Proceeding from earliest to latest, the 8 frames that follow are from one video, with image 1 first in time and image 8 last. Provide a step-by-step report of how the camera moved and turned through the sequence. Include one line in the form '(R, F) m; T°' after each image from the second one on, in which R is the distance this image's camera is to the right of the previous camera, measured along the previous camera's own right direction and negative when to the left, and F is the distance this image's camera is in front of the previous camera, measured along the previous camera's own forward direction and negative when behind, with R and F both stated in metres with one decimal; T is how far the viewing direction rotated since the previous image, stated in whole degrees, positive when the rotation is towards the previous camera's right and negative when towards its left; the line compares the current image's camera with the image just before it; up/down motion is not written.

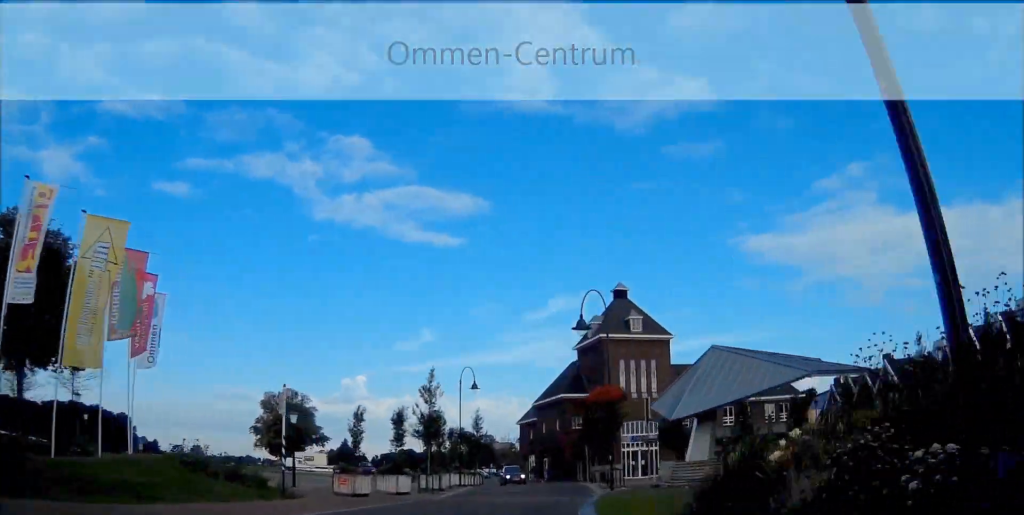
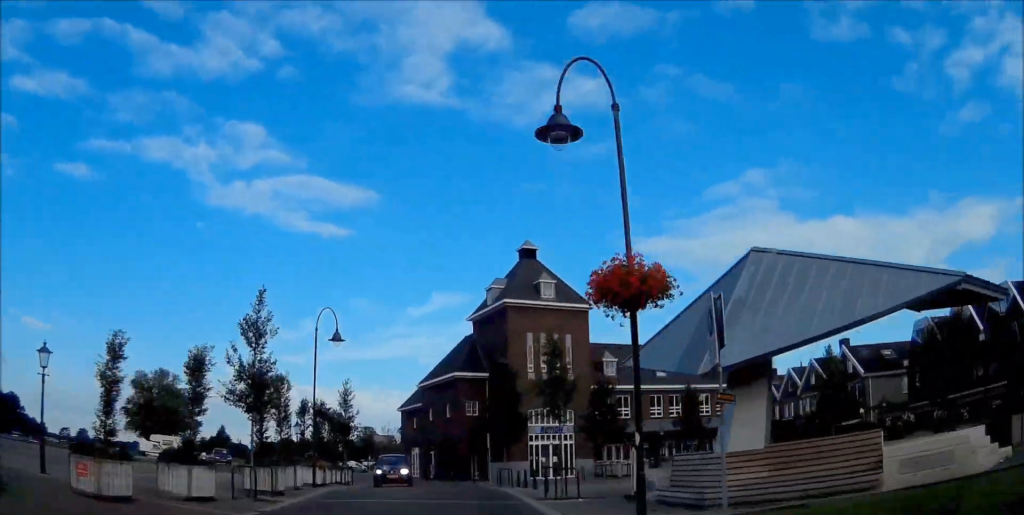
(0.0, +13.7) m; +5°
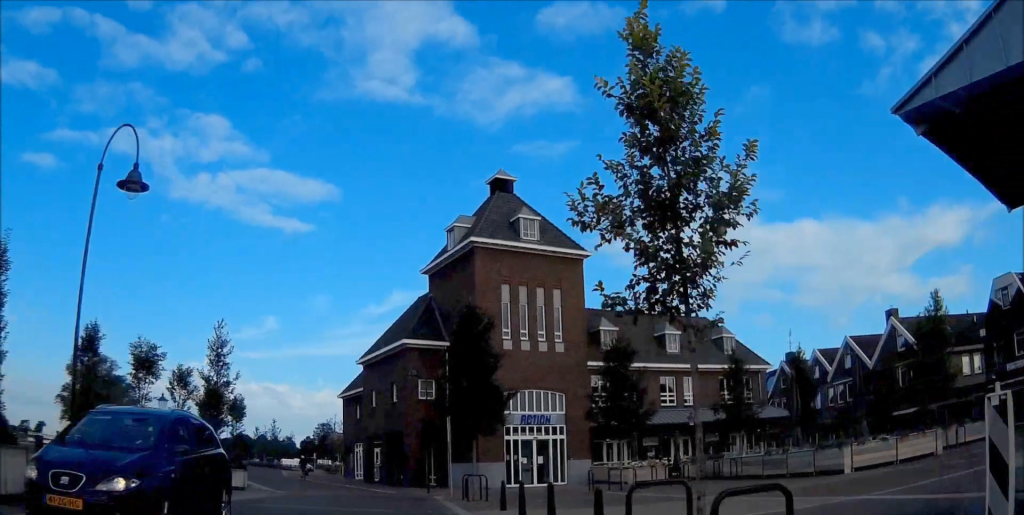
(+1.7, +15.3) m; +3°
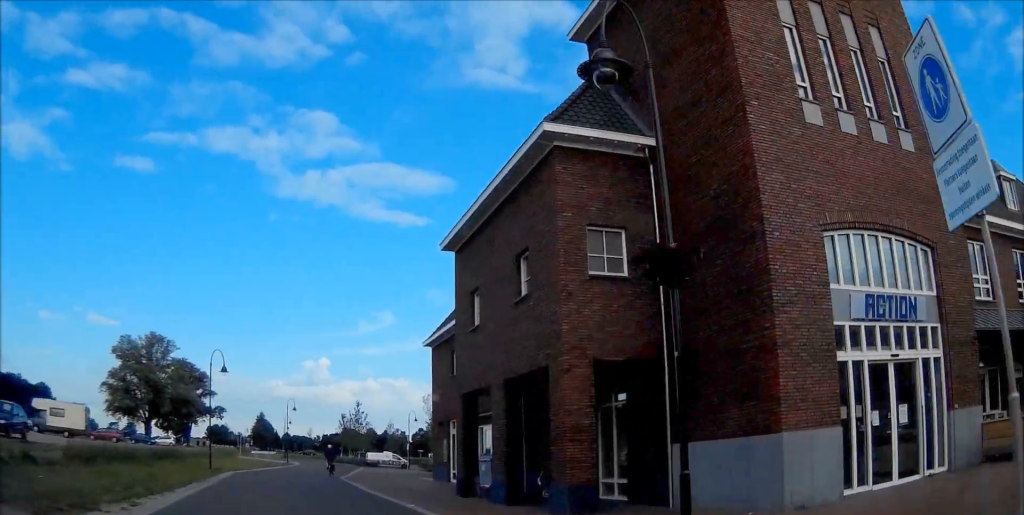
(-3.7, +26.3) m; -13°
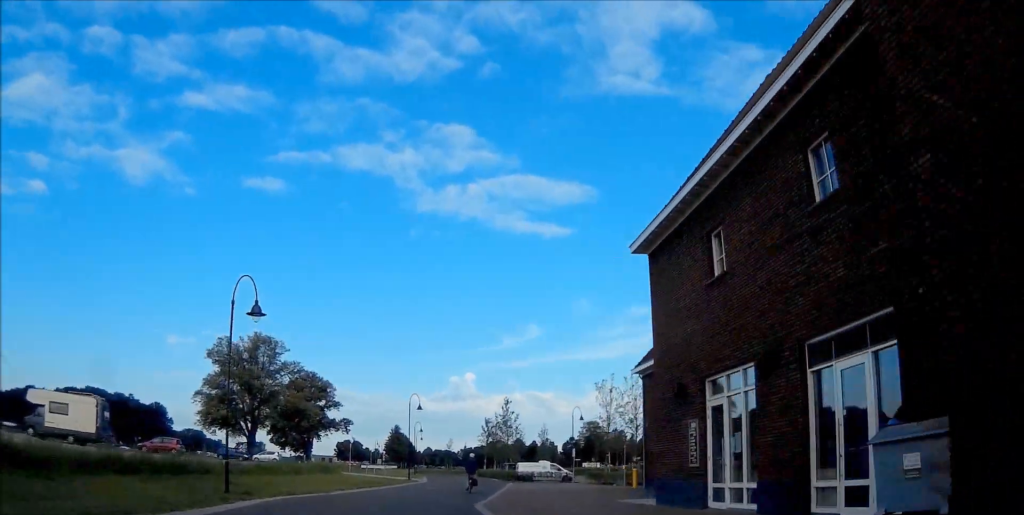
(-1.0, +18.8) m; -3°
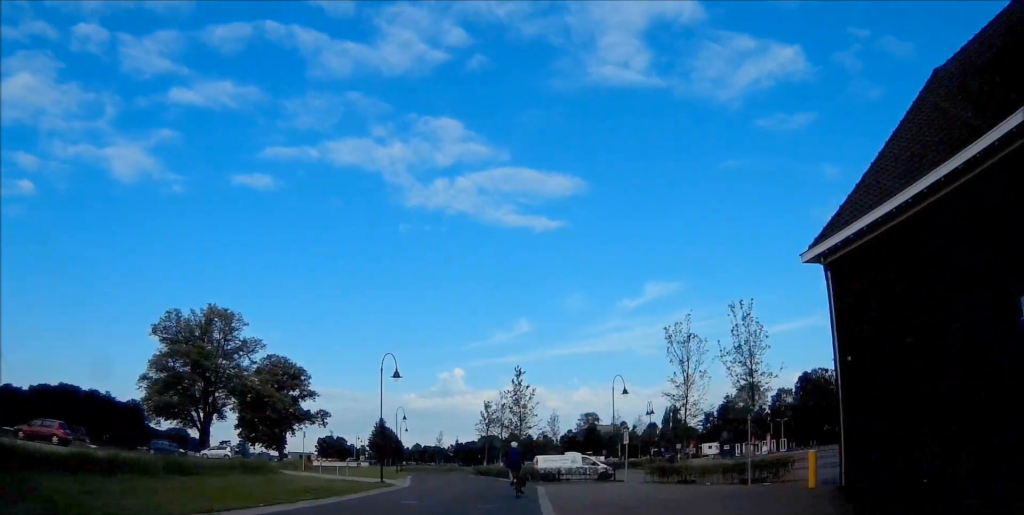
(0.0, +18.5) m; 0°
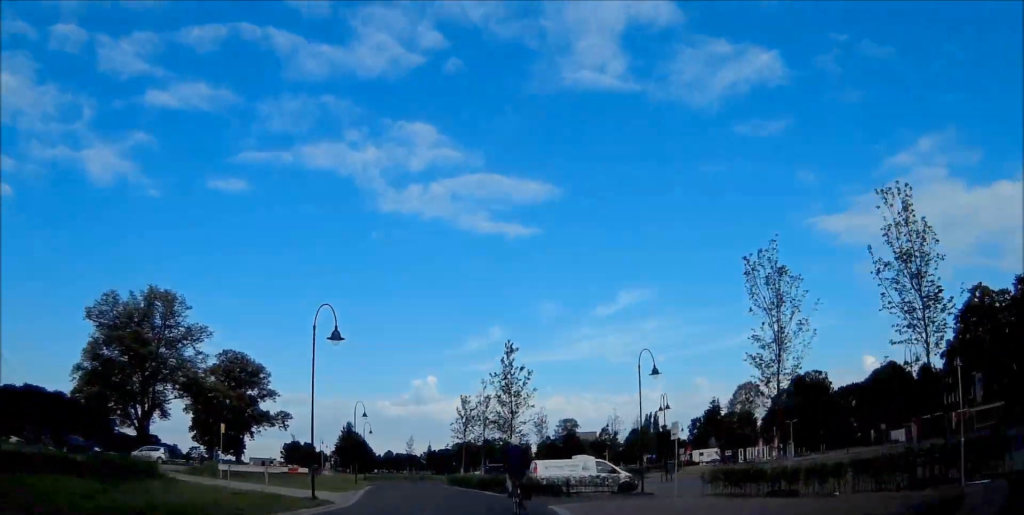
(0.0, +12.5) m; -1°
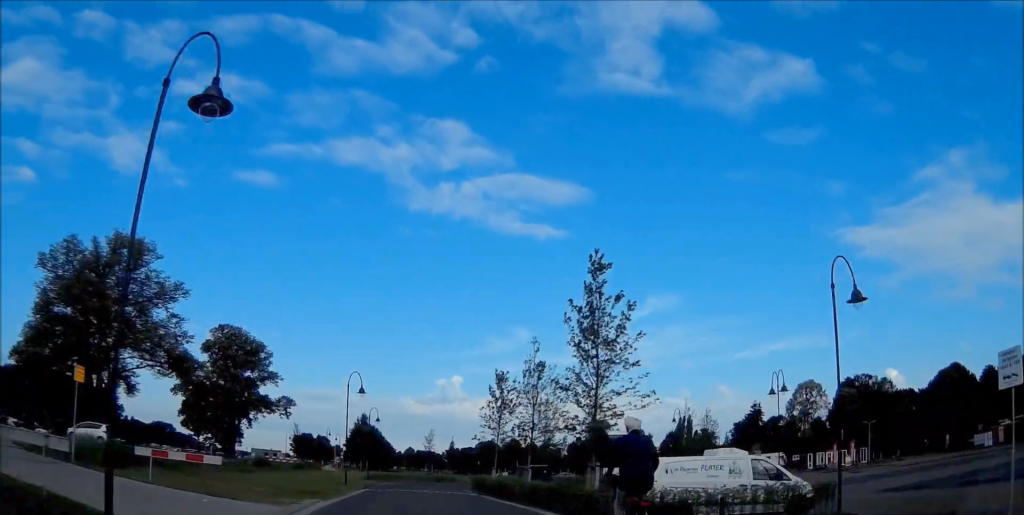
(-0.1, +16.3) m; -1°
